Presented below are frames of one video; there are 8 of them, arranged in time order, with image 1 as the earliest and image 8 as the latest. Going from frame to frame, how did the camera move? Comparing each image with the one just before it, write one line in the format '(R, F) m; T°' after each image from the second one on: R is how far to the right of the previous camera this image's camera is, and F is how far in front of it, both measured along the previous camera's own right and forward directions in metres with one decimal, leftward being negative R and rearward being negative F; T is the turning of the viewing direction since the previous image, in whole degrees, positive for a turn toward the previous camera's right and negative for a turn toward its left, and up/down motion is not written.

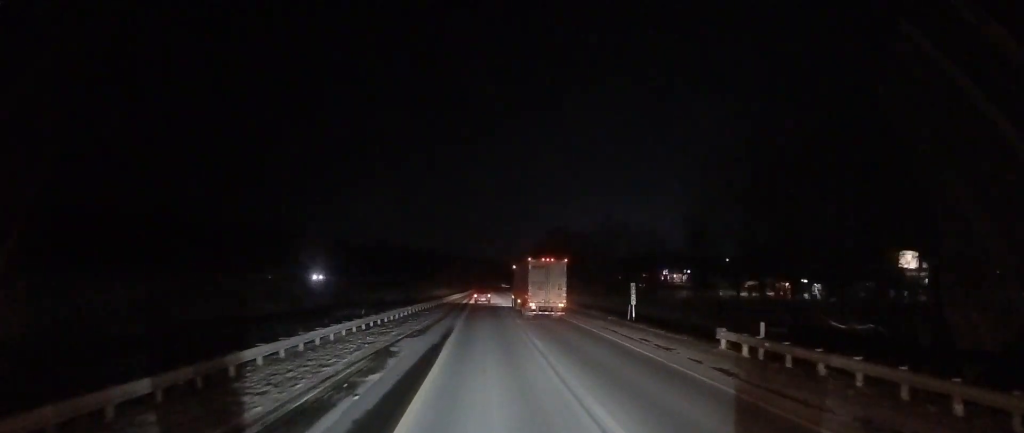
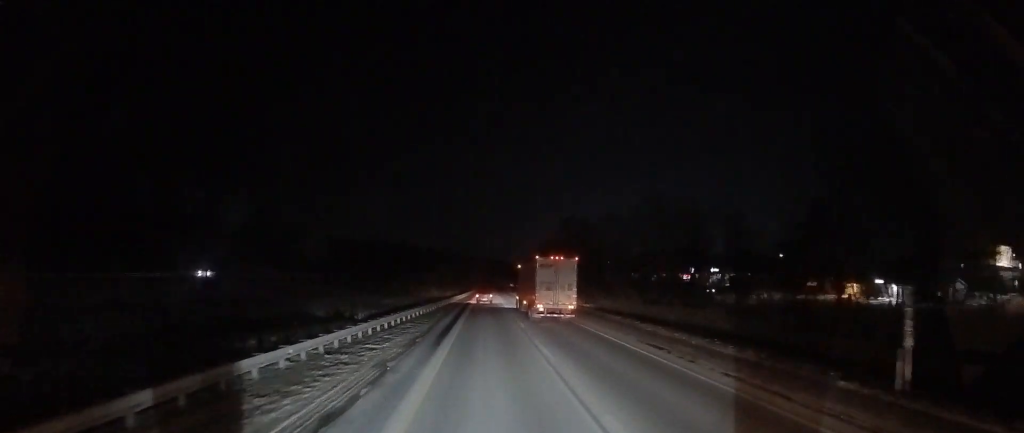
(0.0, +27.1) m; 0°
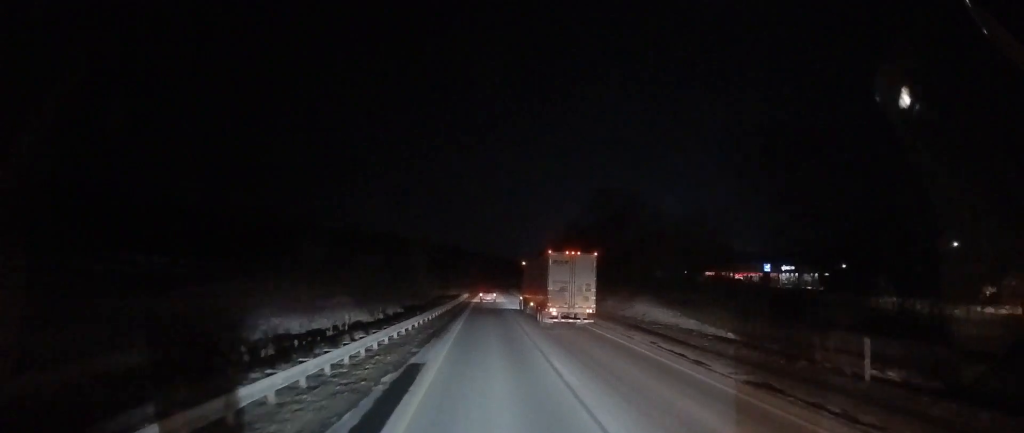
(+0.2, +52.3) m; 0°
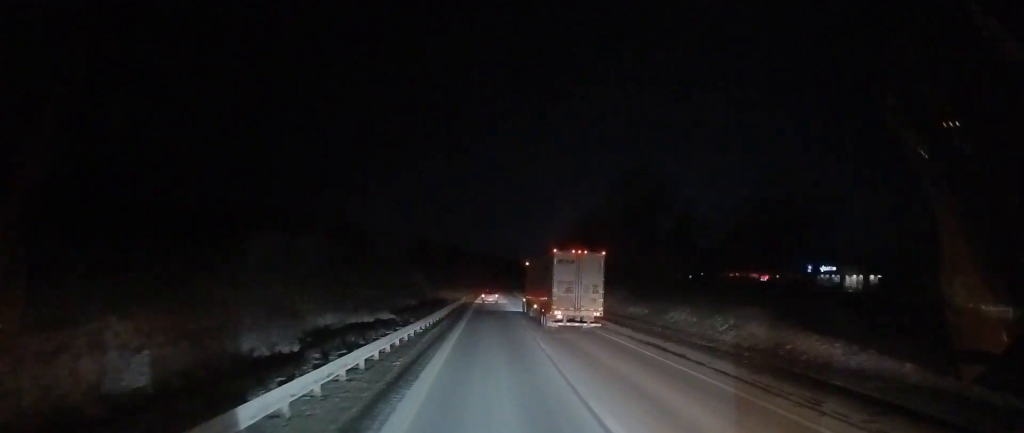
(-0.2, +20.2) m; 0°
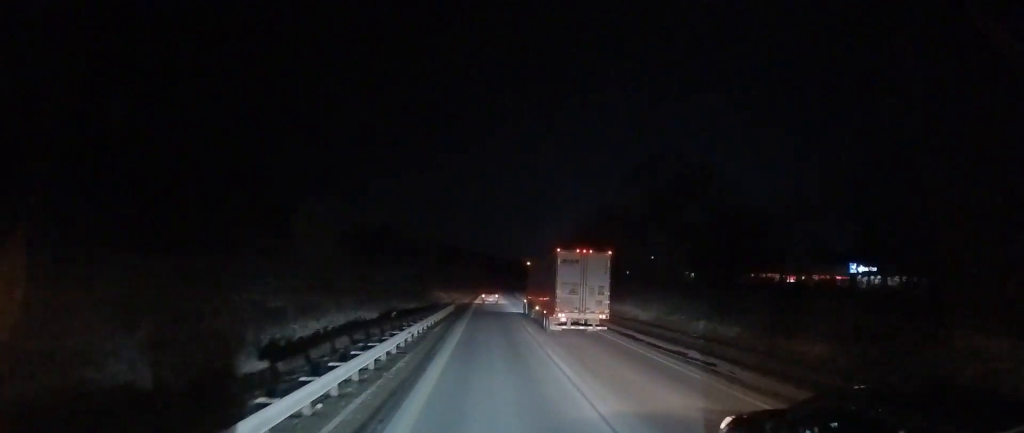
(+0.2, +17.2) m; 0°
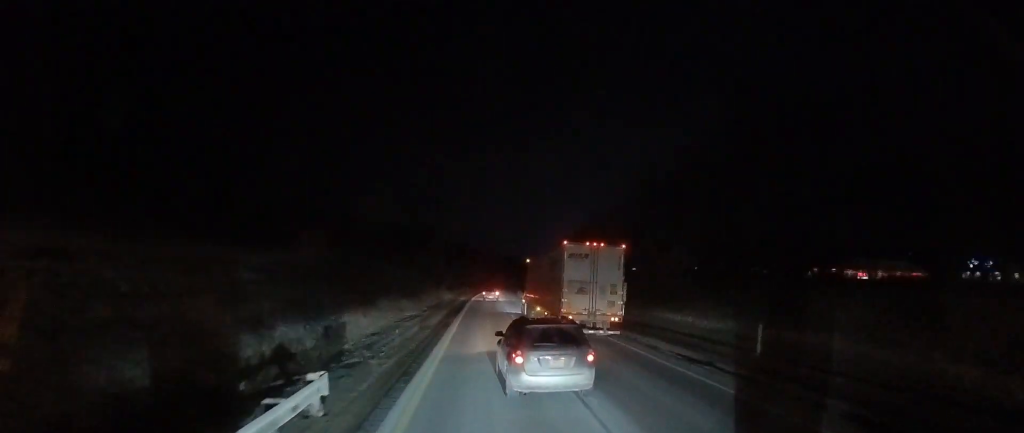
(-0.5, +38.3) m; 0°
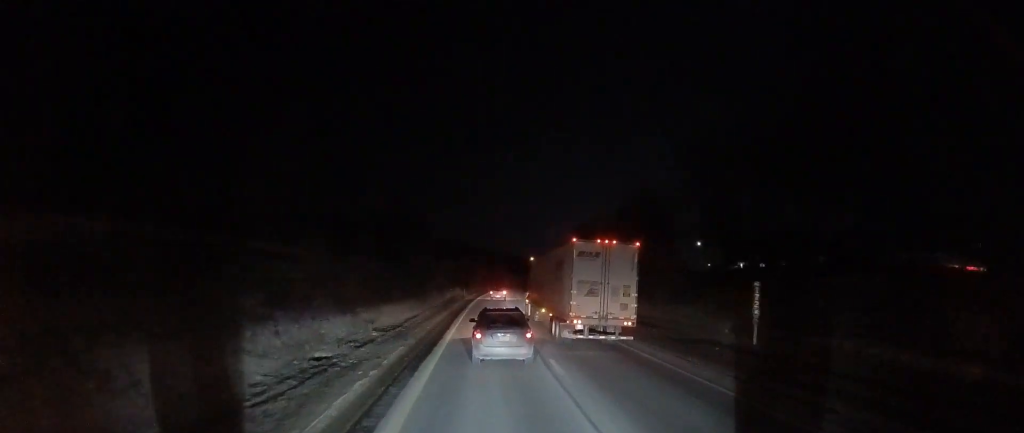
(+0.4, +22.1) m; 0°
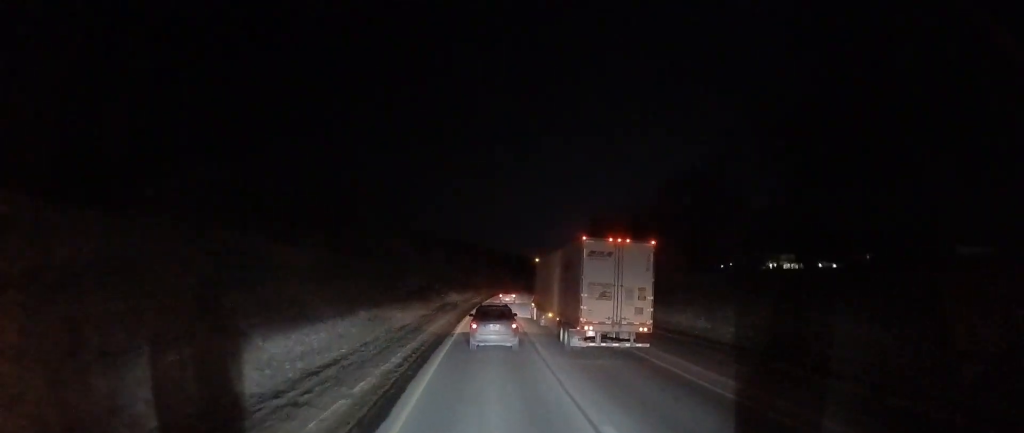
(0.0, +20.1) m; 0°
